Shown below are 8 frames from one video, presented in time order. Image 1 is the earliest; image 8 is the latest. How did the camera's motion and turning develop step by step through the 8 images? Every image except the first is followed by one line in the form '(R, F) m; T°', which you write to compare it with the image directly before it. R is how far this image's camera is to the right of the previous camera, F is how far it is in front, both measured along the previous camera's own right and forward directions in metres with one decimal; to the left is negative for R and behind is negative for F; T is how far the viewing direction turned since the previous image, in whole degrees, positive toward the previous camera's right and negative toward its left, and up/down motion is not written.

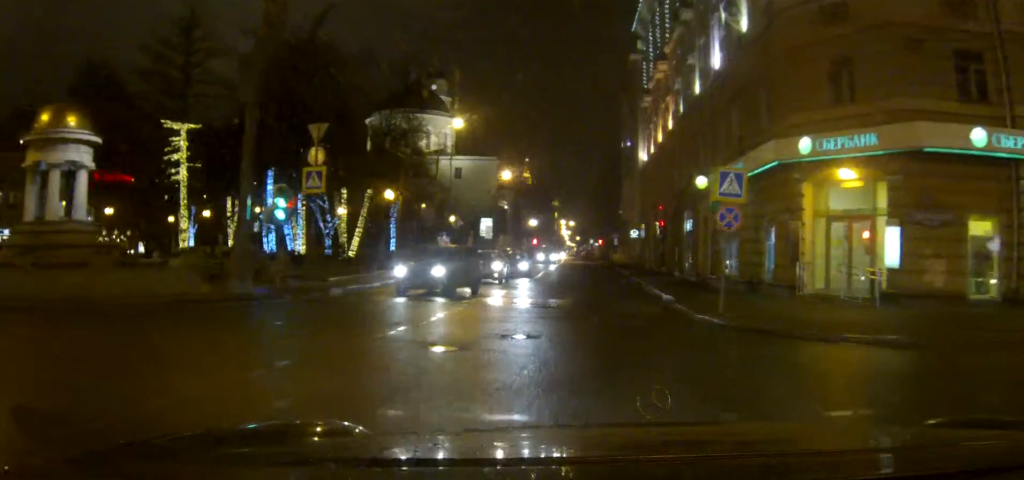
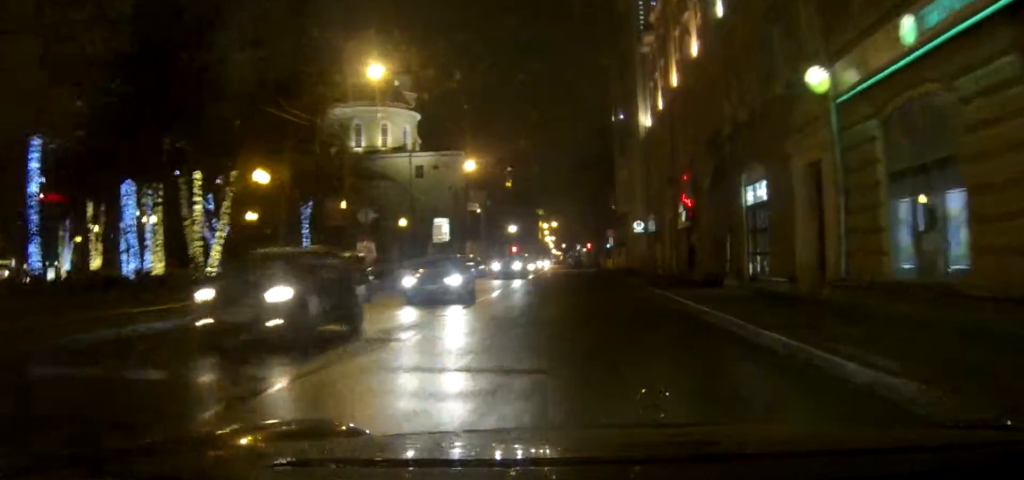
(-0.4, +18.6) m; -2°
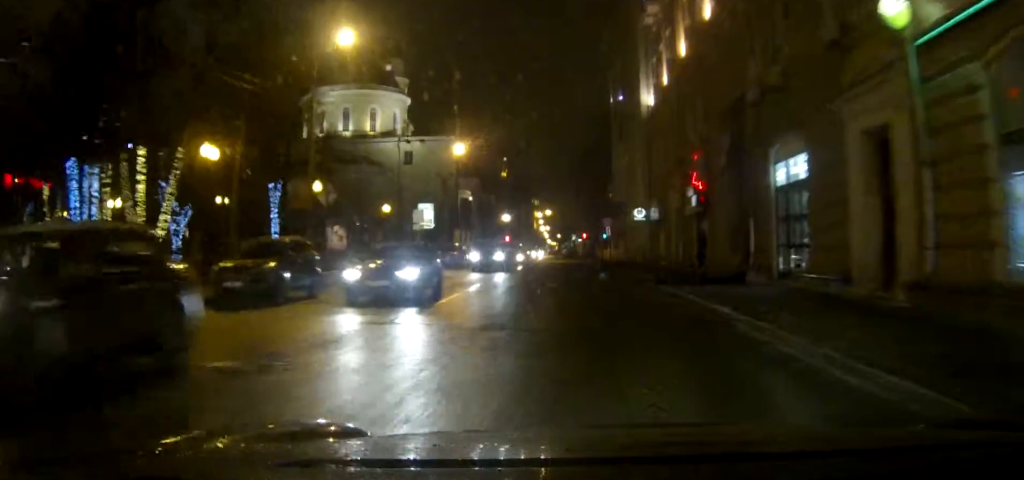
(0.0, +4.6) m; 0°
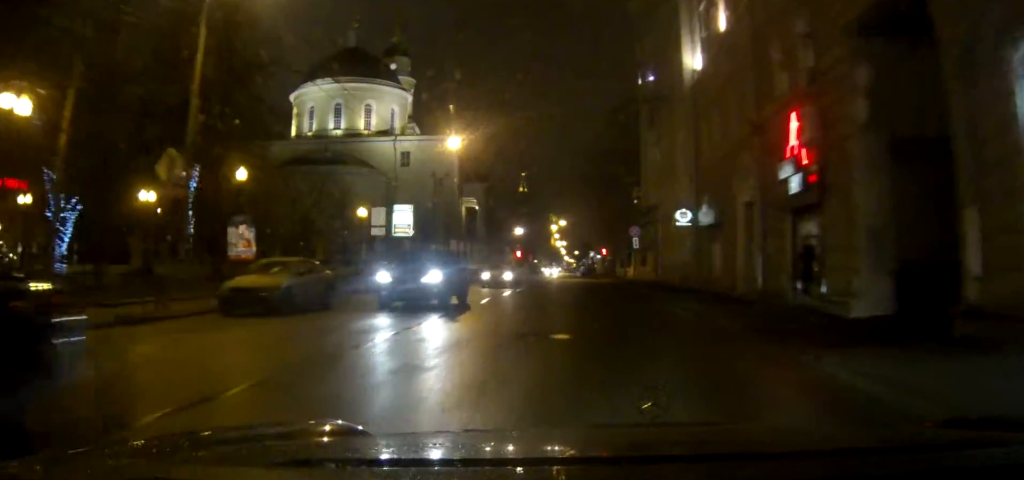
(0.0, +13.2) m; 0°
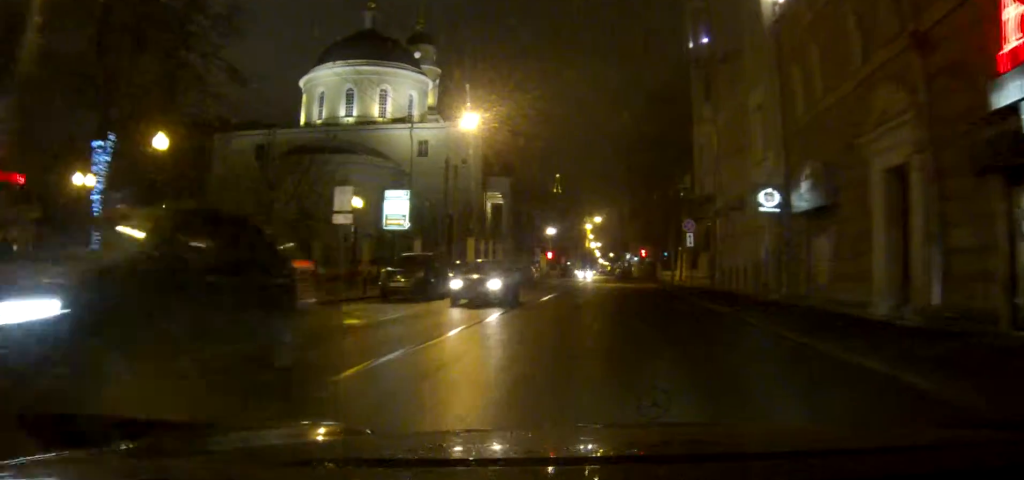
(0.0, +9.8) m; -1°
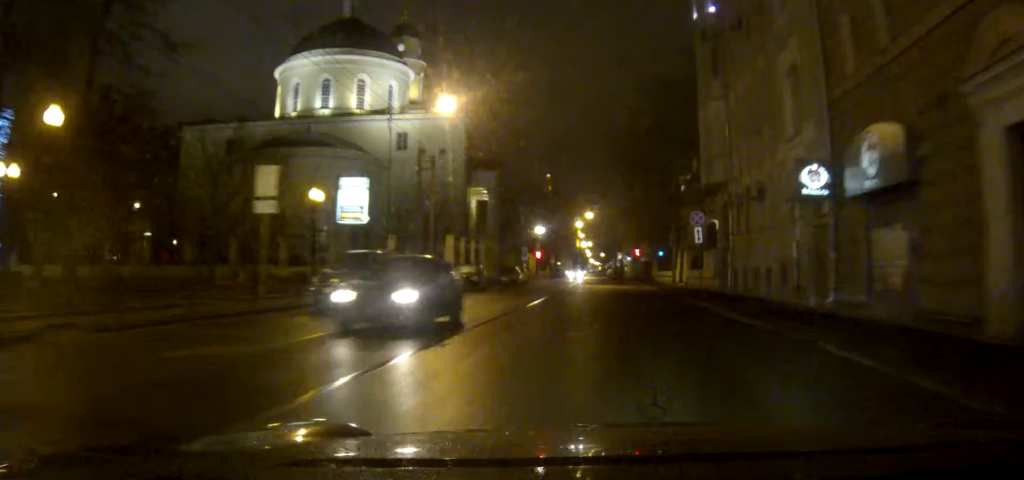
(+0.1, +5.4) m; -1°
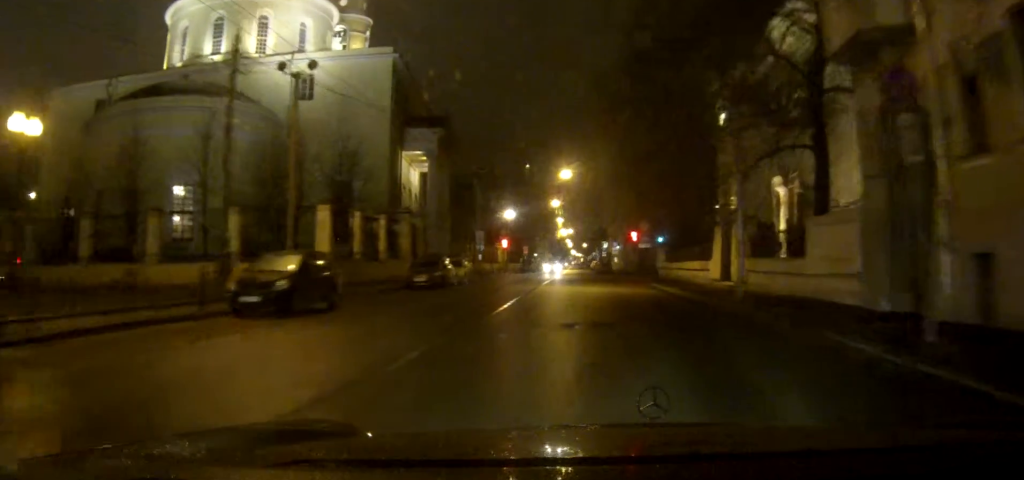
(-0.4, +22.6) m; 0°
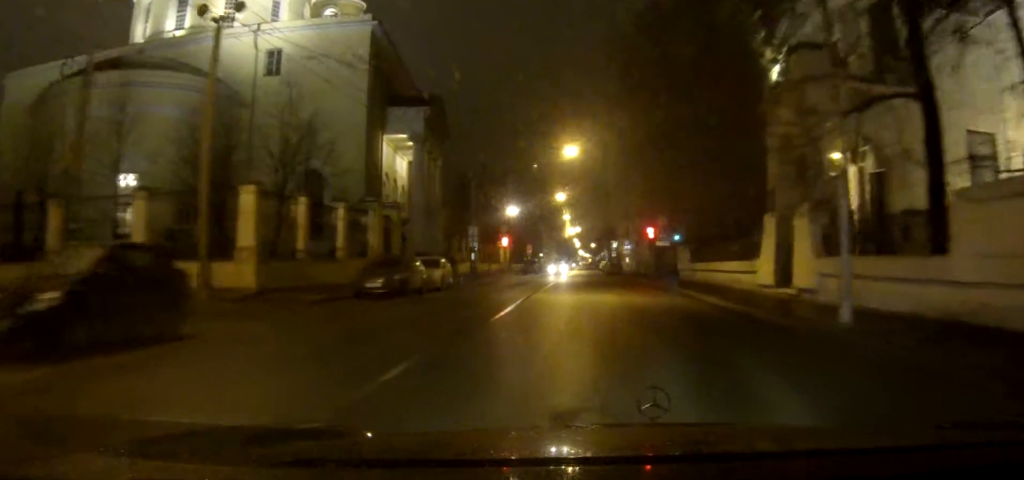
(+0.1, +8.3) m; +1°
